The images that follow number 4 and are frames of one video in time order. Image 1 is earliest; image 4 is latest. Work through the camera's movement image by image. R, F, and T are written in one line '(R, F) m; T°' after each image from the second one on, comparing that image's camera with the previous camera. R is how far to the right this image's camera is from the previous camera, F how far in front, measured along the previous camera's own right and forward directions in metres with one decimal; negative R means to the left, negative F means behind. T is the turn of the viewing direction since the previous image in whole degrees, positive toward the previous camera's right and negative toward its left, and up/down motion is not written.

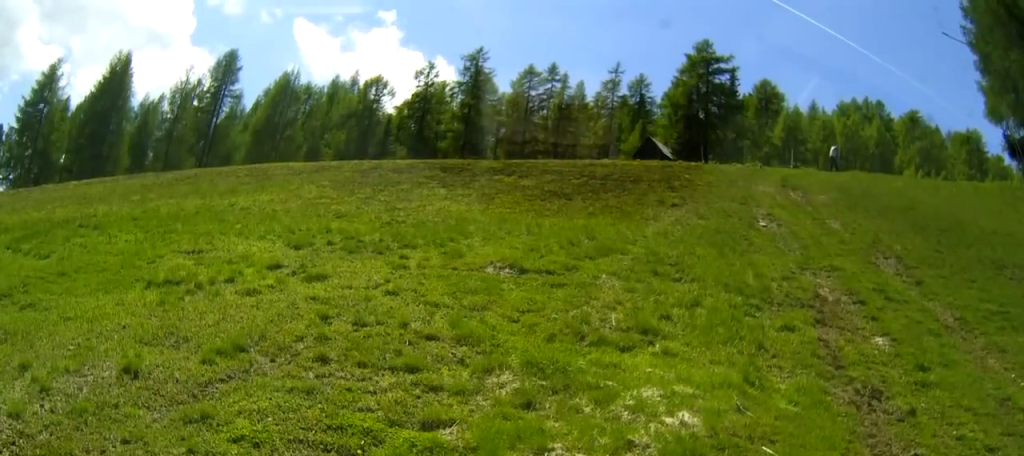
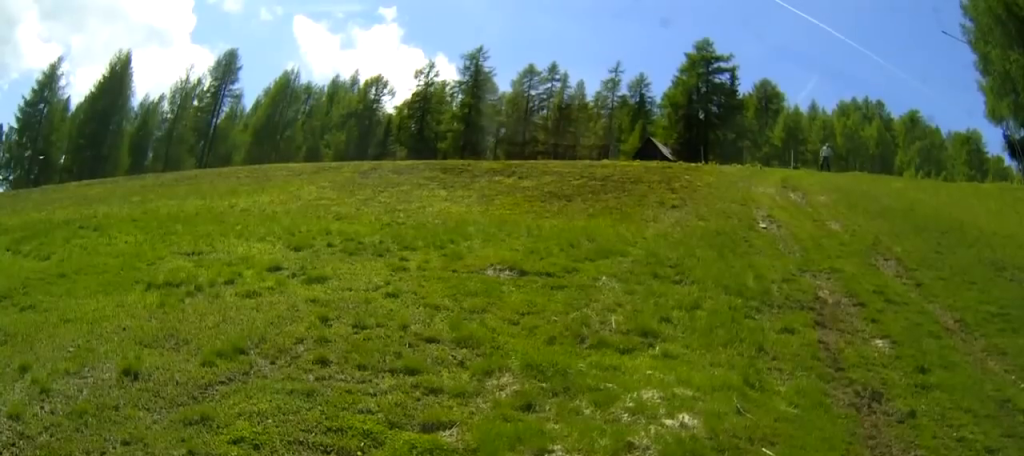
(0.0, 0.0) m; 0°
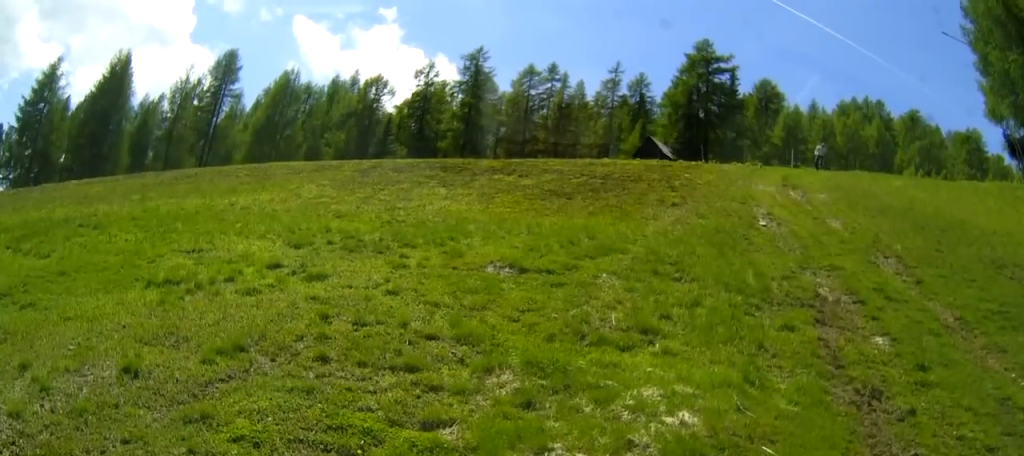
(0.0, 0.0) m; 0°
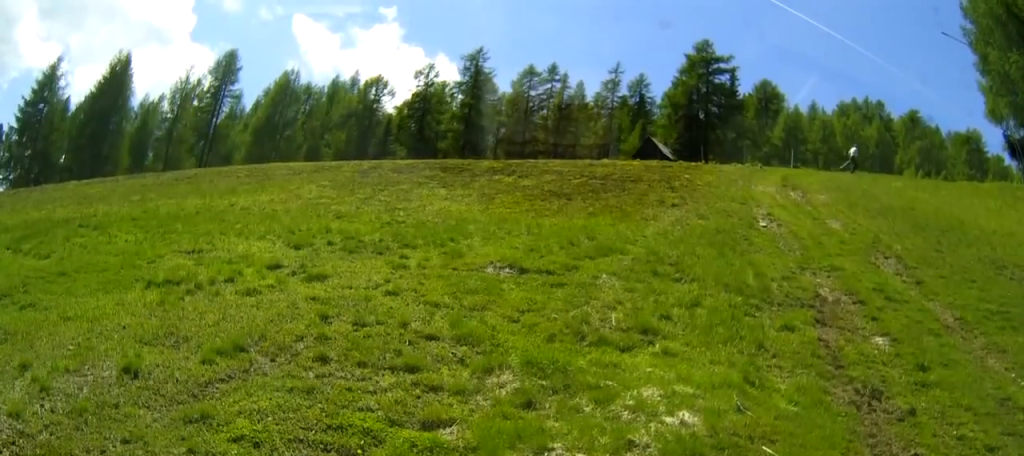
(0.0, 0.0) m; 0°
